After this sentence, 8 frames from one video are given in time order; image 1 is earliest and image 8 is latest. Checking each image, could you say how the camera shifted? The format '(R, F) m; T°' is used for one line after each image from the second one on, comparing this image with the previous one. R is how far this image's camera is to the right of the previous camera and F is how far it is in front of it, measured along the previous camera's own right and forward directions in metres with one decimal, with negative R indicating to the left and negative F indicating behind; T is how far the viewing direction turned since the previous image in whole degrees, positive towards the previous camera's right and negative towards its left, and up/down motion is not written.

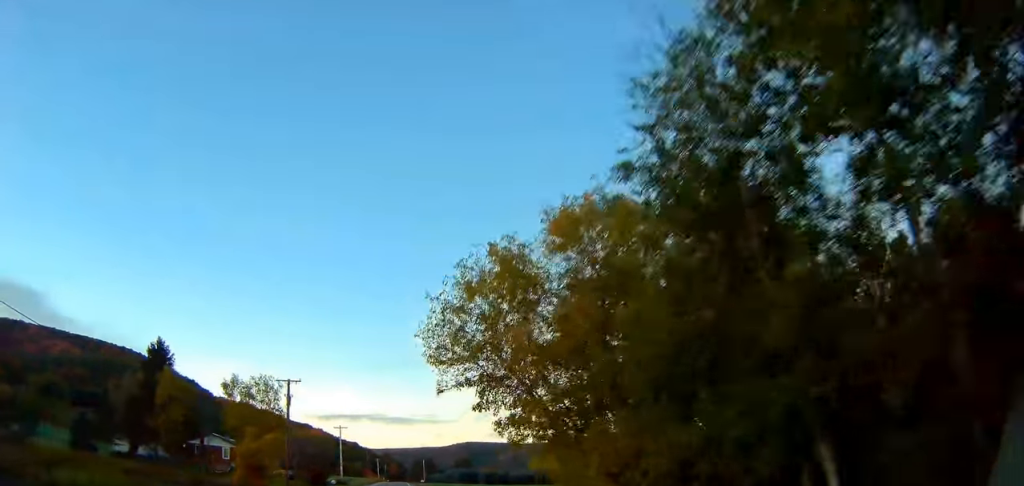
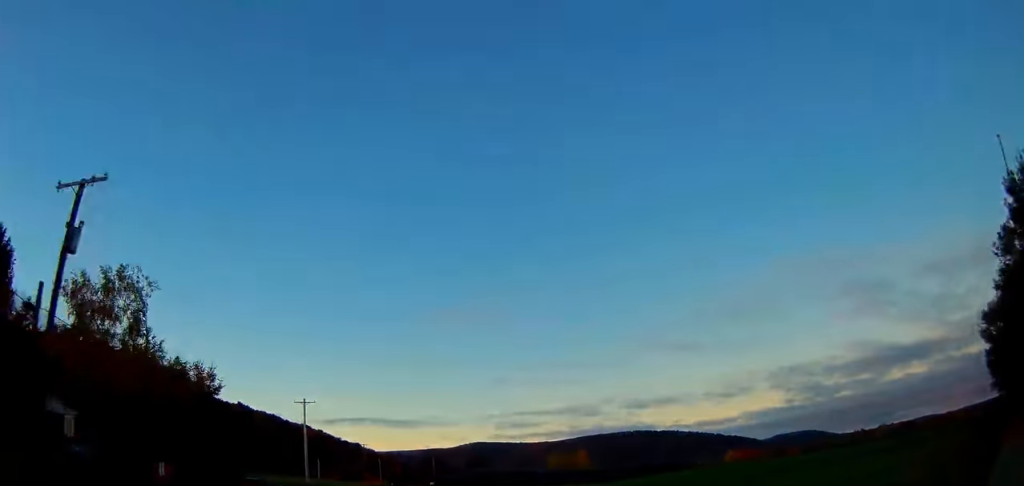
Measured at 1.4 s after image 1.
(+0.9, +37.3) m; +1°
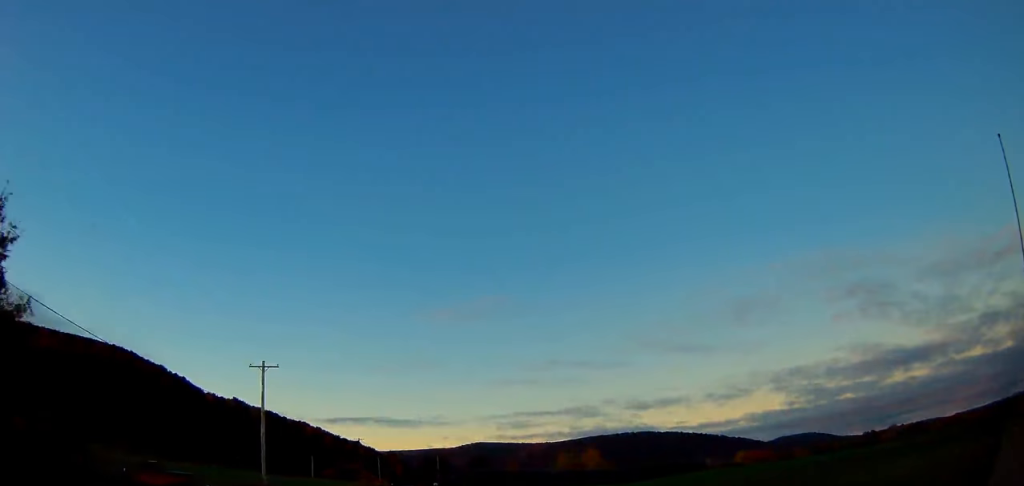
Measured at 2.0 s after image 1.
(-0.1, +18.6) m; 0°
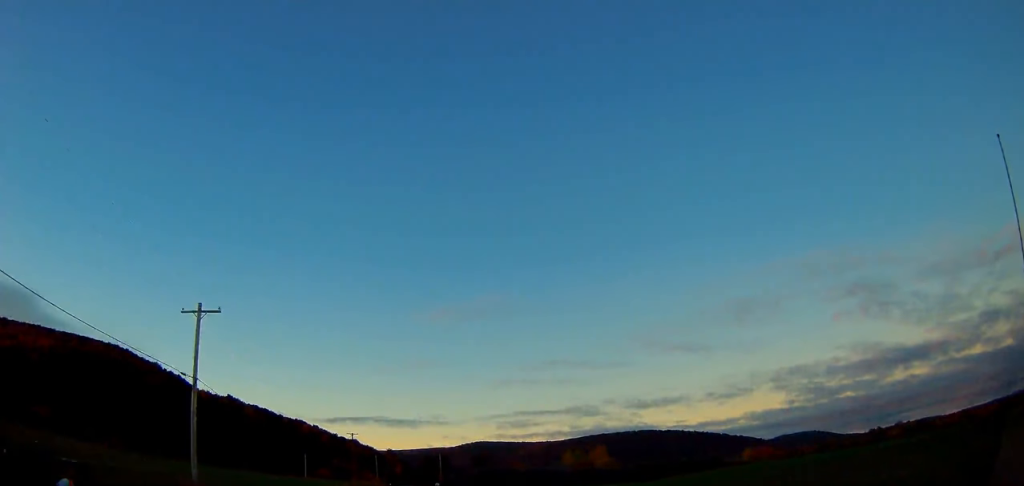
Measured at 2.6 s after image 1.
(-0.1, +15.3) m; 0°
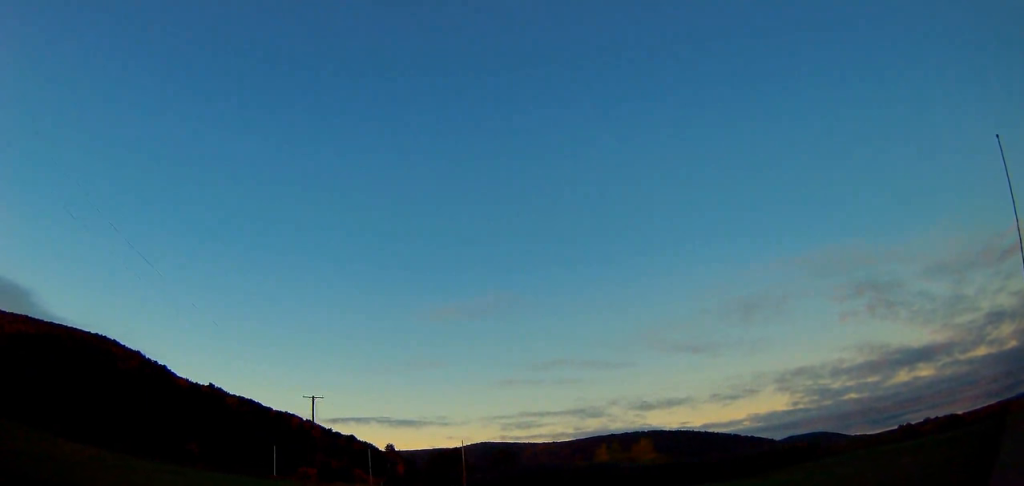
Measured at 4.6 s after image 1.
(+0.2, +53.2) m; 0°
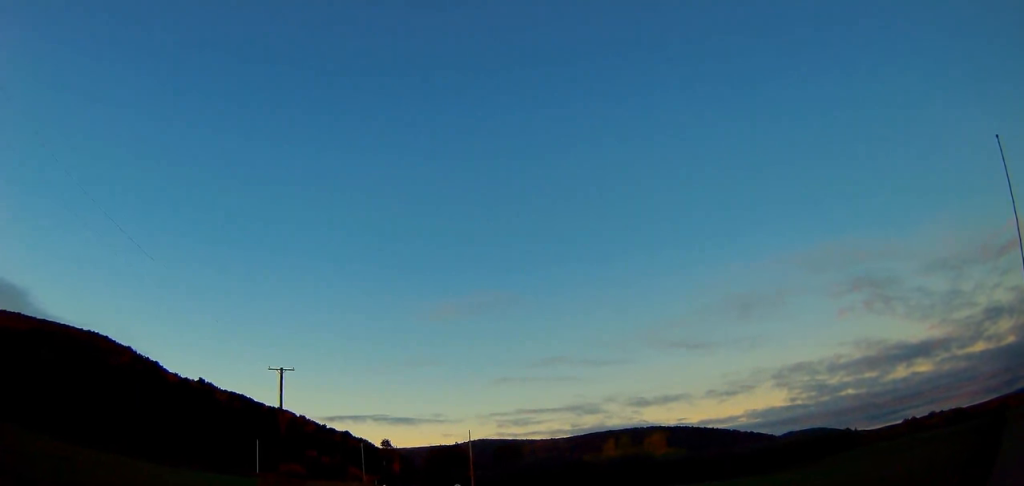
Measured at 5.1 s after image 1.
(-0.1, +15.2) m; 0°
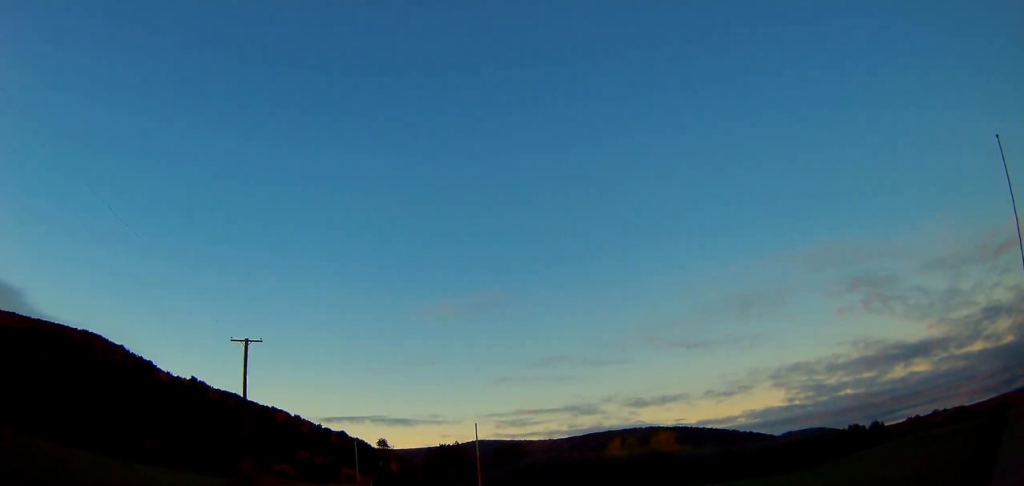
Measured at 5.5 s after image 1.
(0.0, +10.9) m; 0°
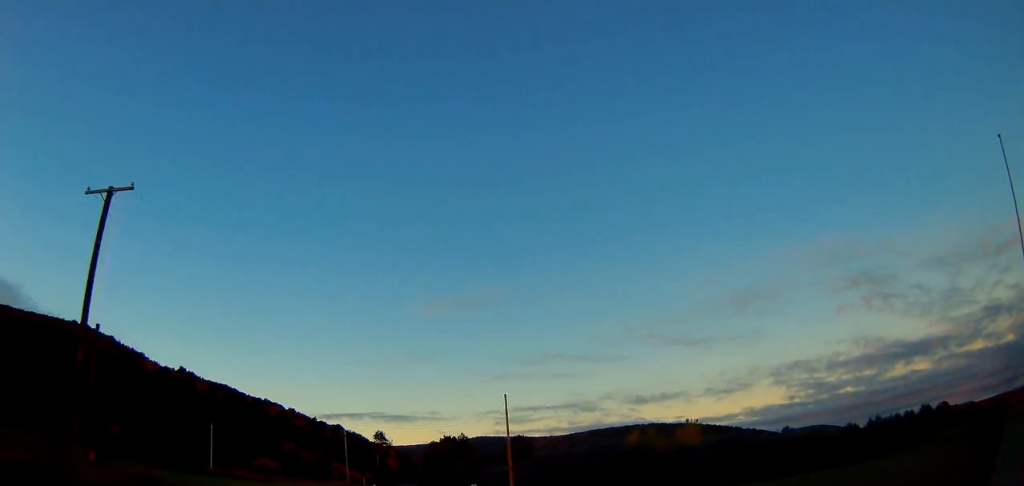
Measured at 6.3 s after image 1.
(+0.1, +20.6) m; 0°
